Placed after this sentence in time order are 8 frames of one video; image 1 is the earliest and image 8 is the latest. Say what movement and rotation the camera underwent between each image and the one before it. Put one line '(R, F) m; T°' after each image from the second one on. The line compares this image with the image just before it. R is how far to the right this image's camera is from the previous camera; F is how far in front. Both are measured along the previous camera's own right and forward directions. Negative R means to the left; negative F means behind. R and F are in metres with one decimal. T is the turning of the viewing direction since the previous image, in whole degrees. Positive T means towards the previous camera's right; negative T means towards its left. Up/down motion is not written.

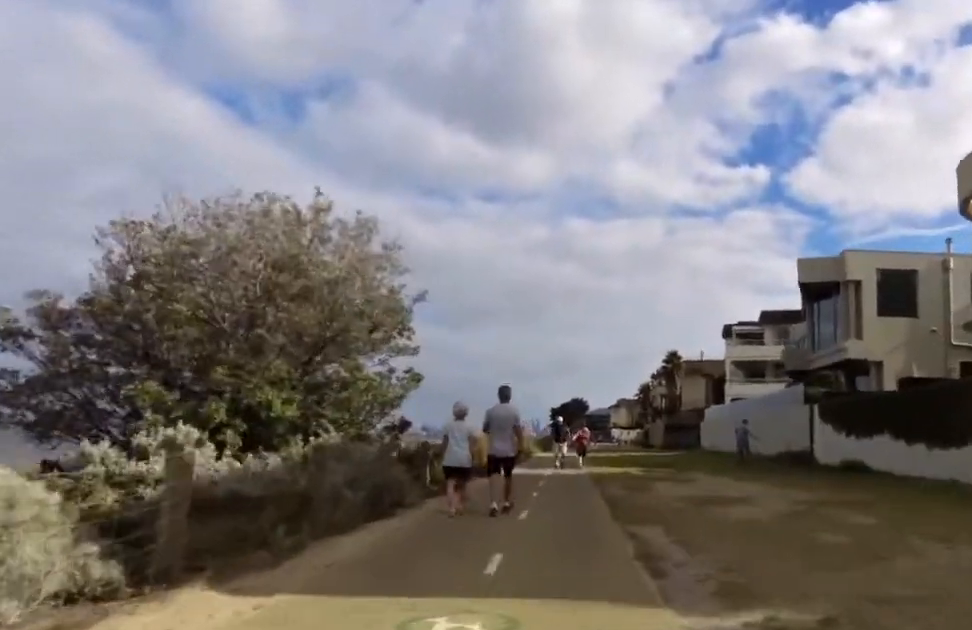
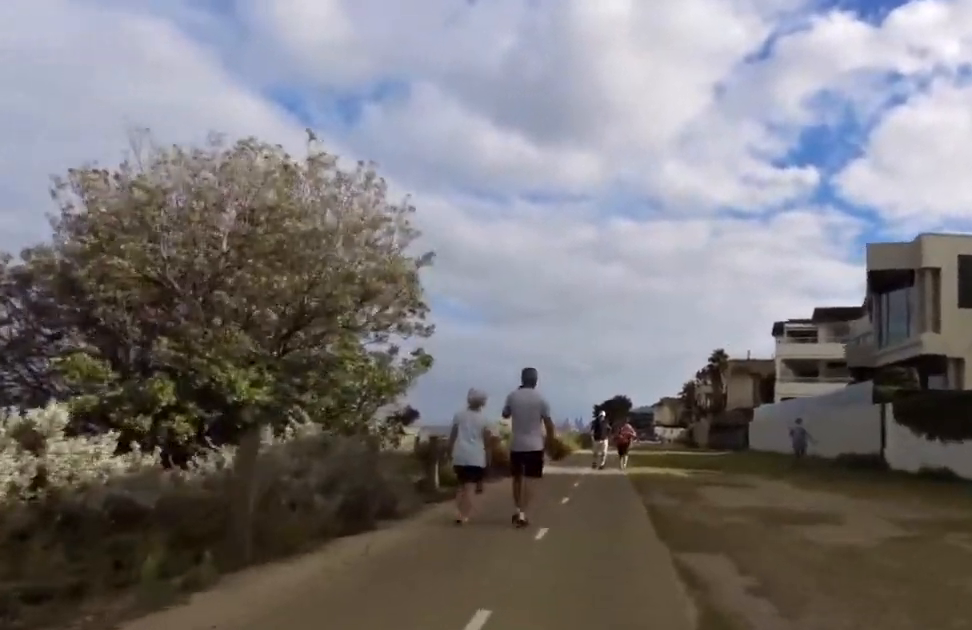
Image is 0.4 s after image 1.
(+0.3, +2.0) m; +4°
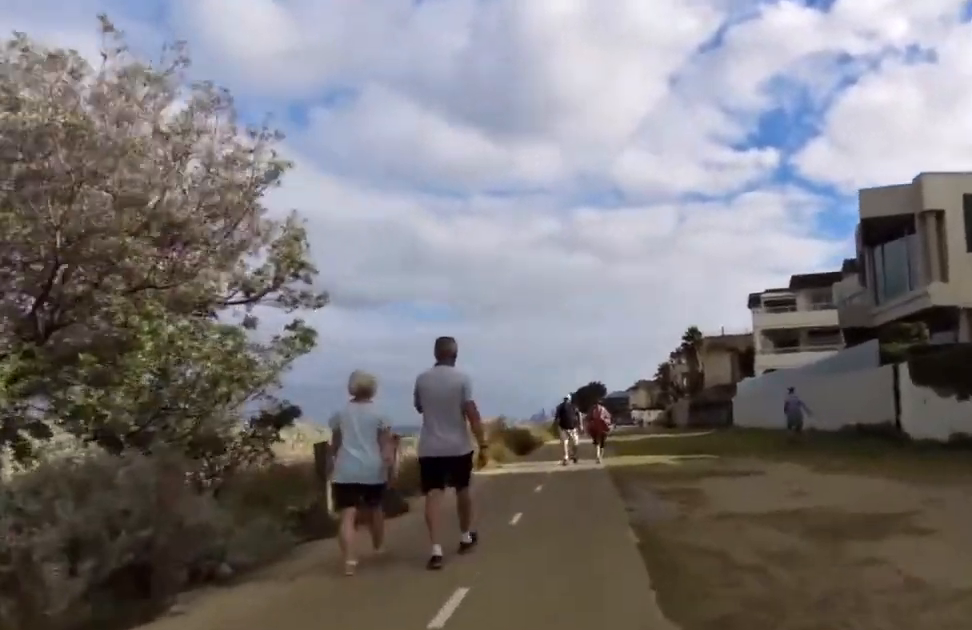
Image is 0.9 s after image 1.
(+0.2, +2.7) m; +5°
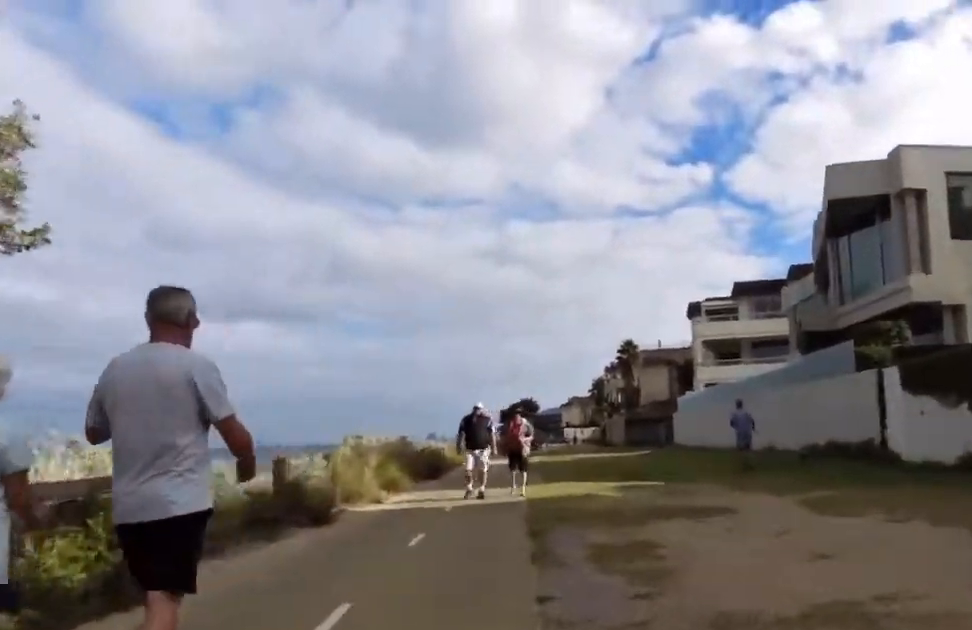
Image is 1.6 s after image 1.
(+0.1, +3.4) m; -5°
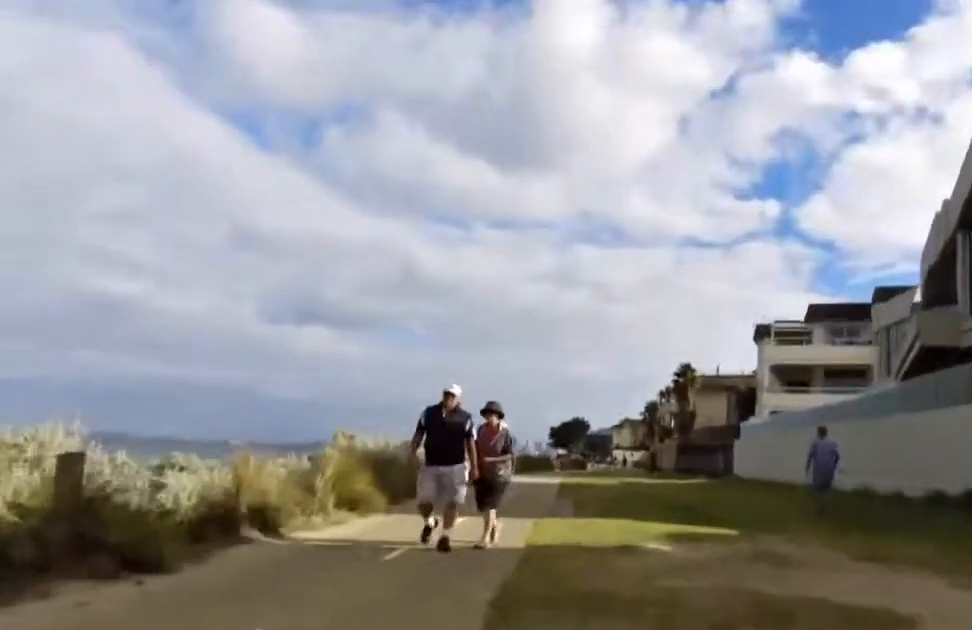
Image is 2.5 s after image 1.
(-0.5, +4.8) m; -5°
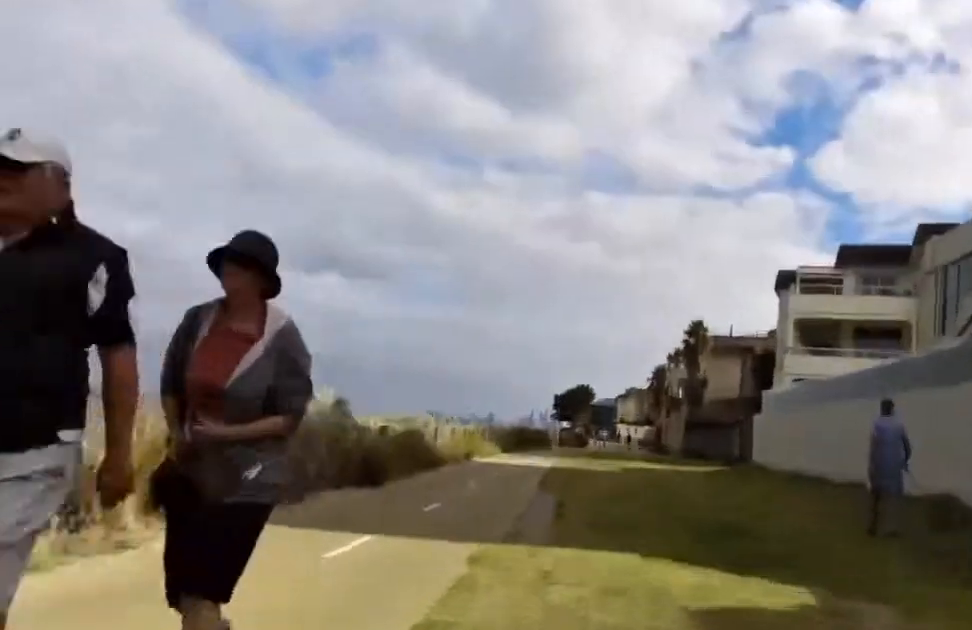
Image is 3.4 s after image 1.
(-0.1, +4.7) m; -2°
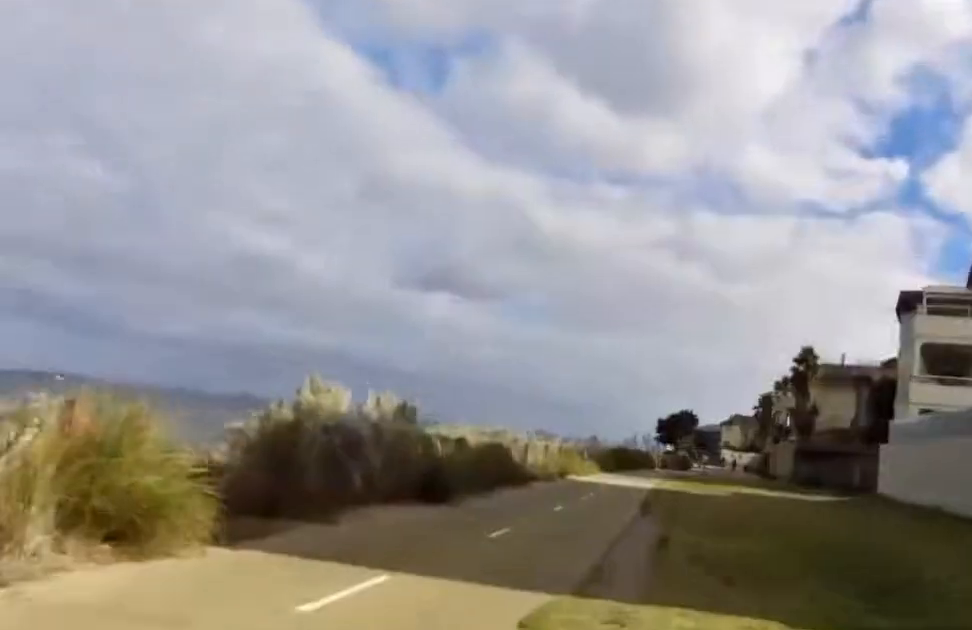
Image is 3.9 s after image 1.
(+0.3, +2.7) m; 0°
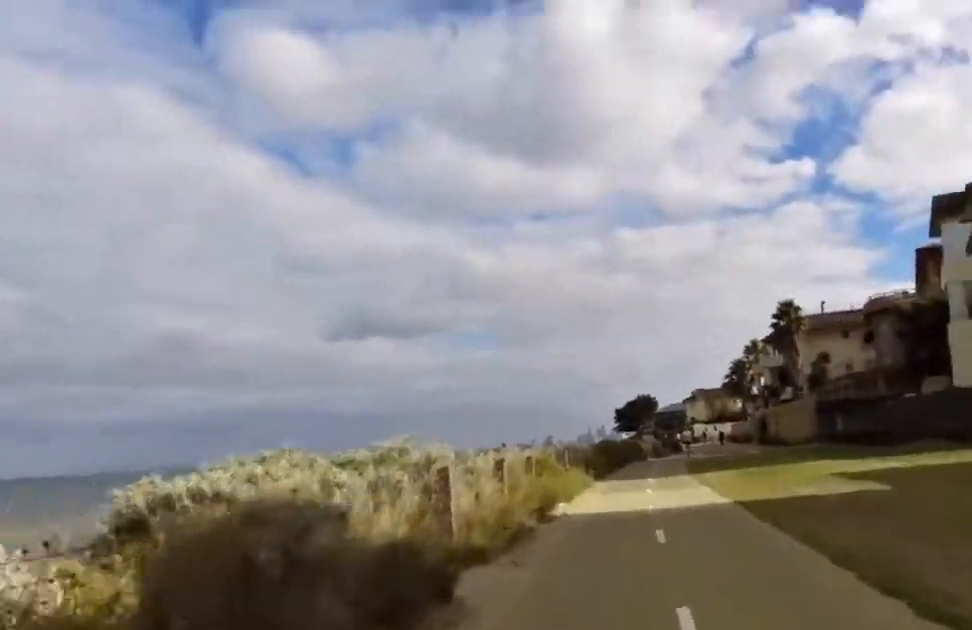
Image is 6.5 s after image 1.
(-1.1, +13.7) m; +2°
